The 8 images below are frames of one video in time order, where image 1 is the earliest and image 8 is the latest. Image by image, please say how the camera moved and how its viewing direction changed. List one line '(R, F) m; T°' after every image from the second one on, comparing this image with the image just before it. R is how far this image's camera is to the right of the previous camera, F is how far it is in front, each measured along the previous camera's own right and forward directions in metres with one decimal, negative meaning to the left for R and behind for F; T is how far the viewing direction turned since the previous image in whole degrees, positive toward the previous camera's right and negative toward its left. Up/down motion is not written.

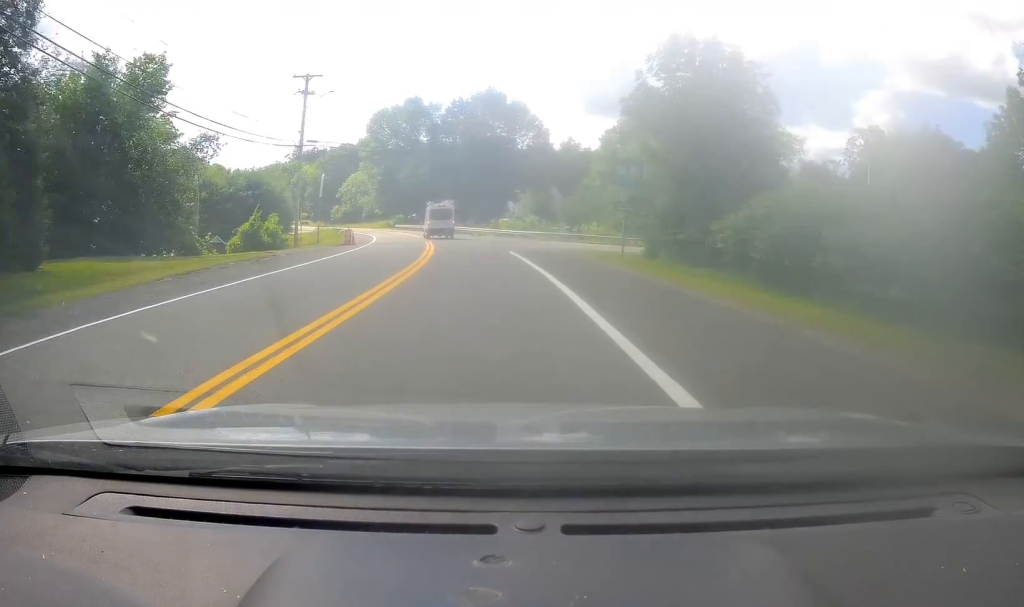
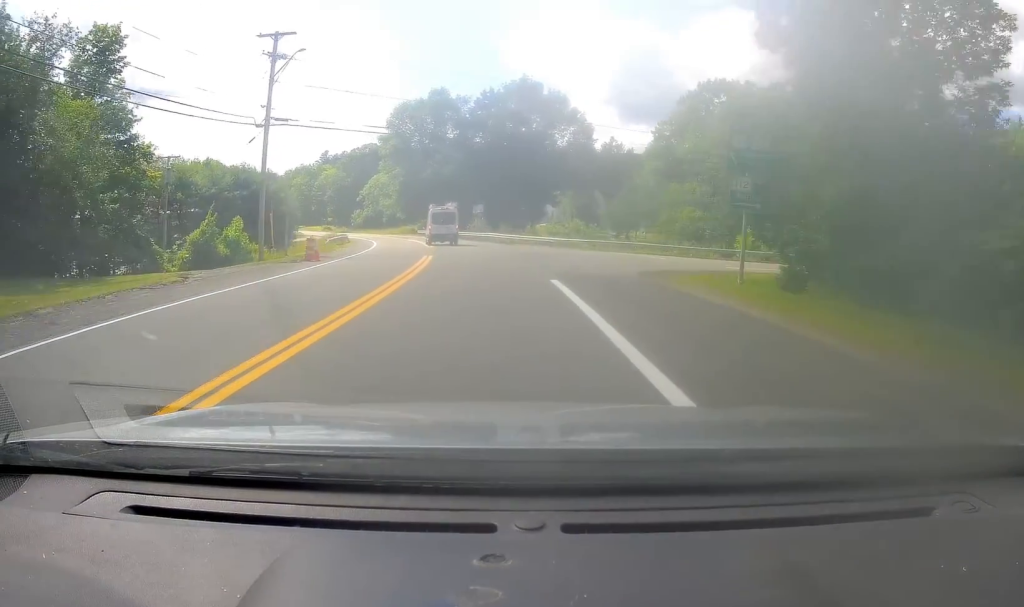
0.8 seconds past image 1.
(-0.4, +14.7) m; -4°
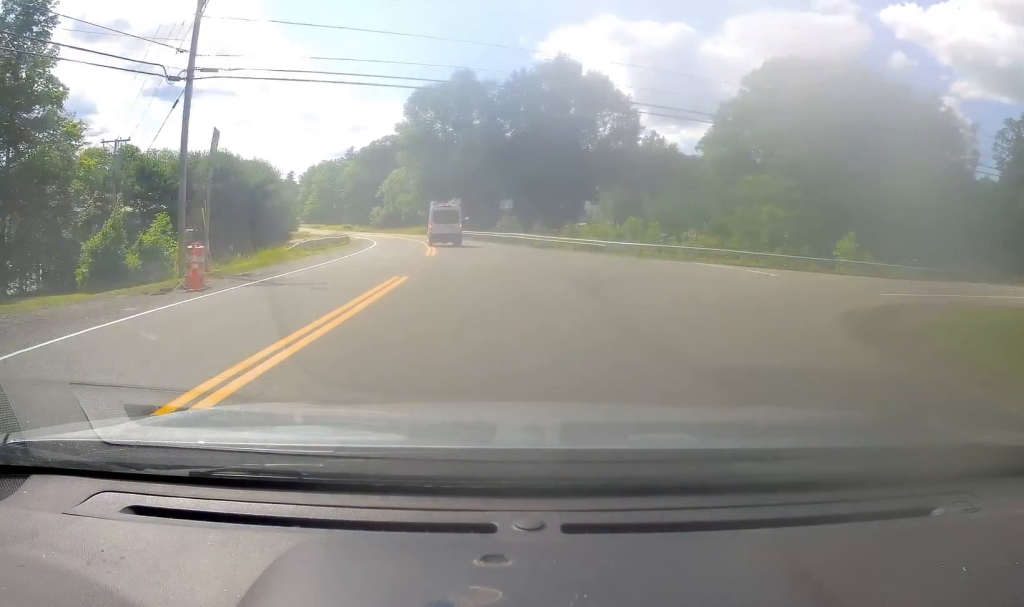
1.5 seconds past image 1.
(-0.3, +14.0) m; -4°
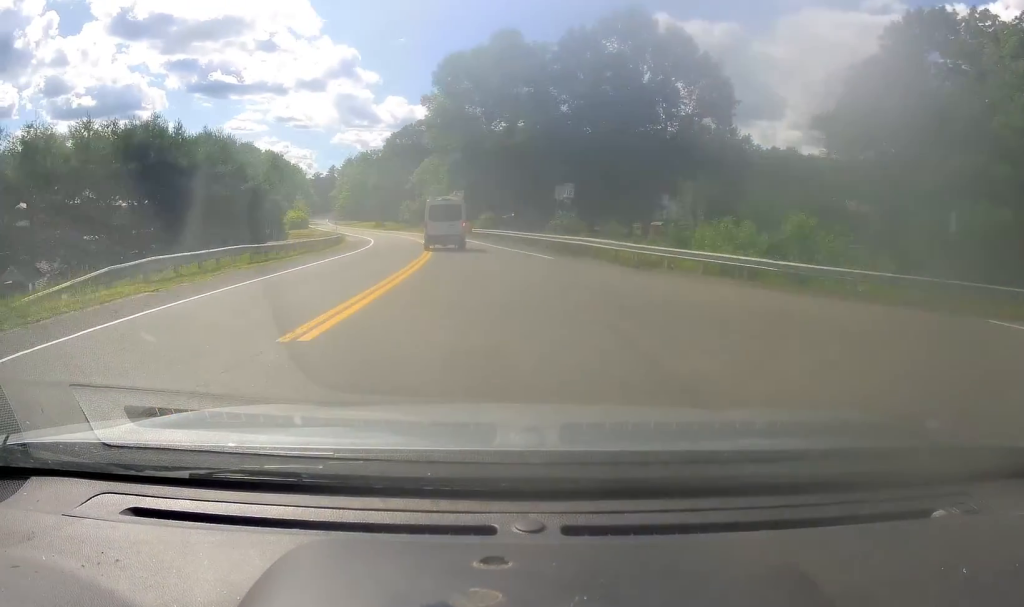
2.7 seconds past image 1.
(-1.2, +22.6) m; -4°
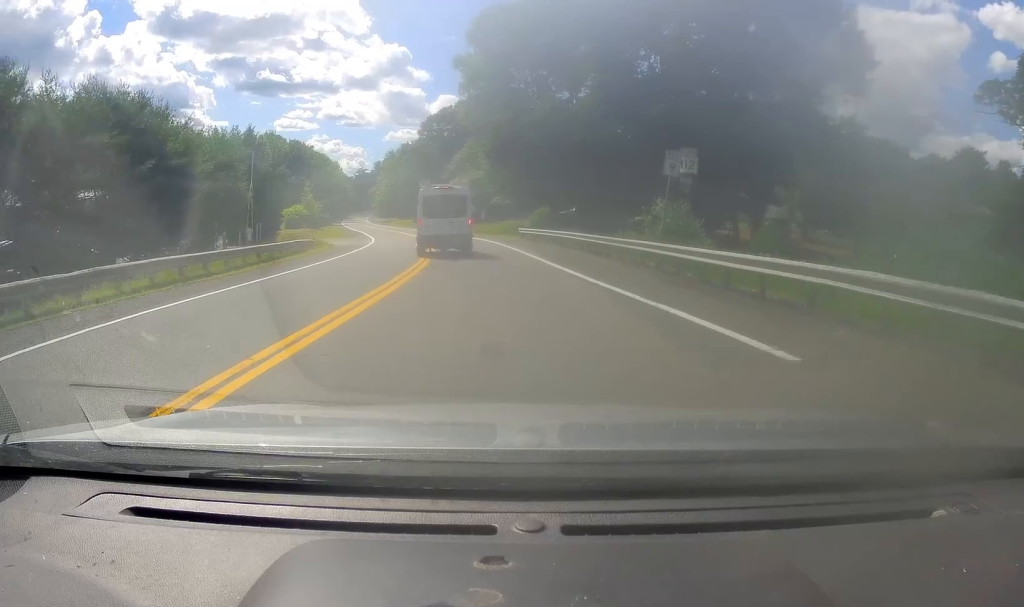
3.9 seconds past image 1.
(-0.7, +21.3) m; -4°
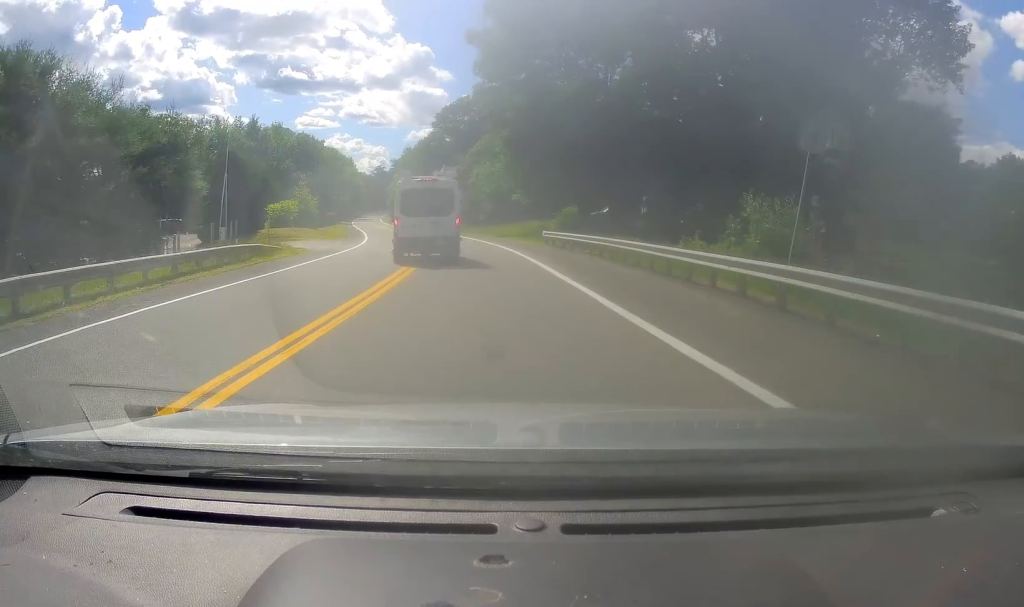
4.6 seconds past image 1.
(-0.3, +11.7) m; -2°
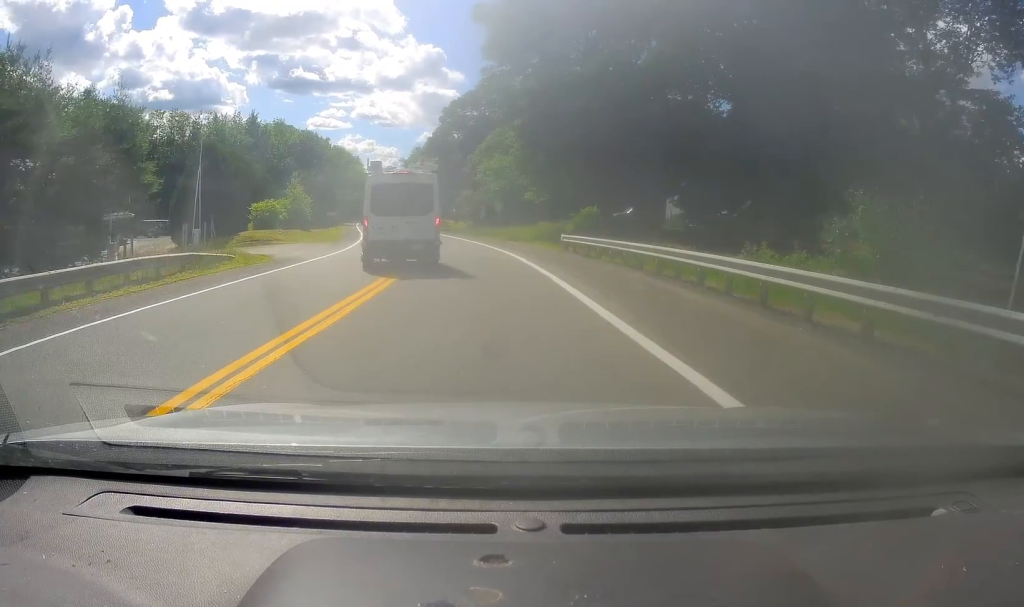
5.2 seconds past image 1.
(+0.2, +8.1) m; -2°
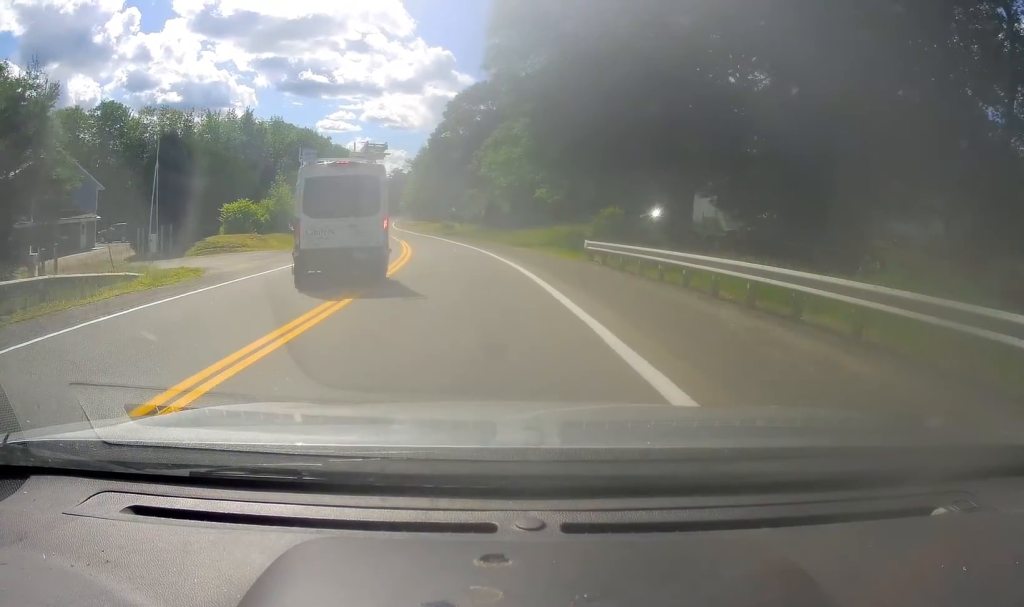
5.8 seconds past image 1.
(-0.3, +7.4) m; -2°
